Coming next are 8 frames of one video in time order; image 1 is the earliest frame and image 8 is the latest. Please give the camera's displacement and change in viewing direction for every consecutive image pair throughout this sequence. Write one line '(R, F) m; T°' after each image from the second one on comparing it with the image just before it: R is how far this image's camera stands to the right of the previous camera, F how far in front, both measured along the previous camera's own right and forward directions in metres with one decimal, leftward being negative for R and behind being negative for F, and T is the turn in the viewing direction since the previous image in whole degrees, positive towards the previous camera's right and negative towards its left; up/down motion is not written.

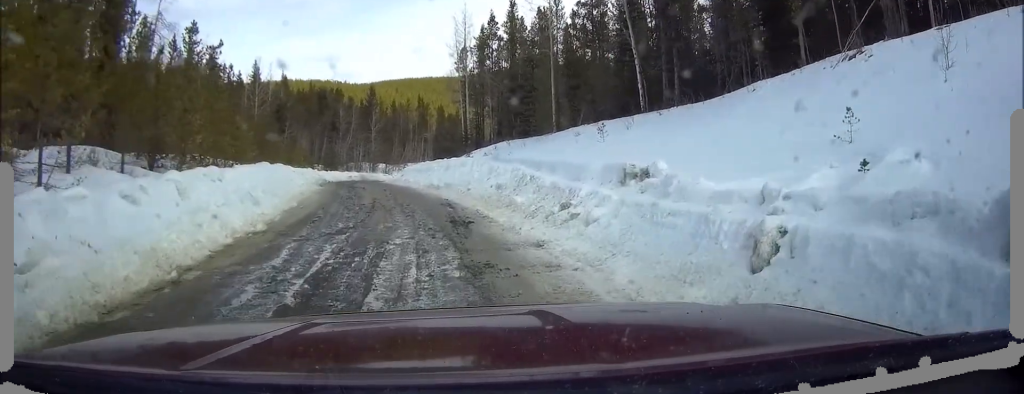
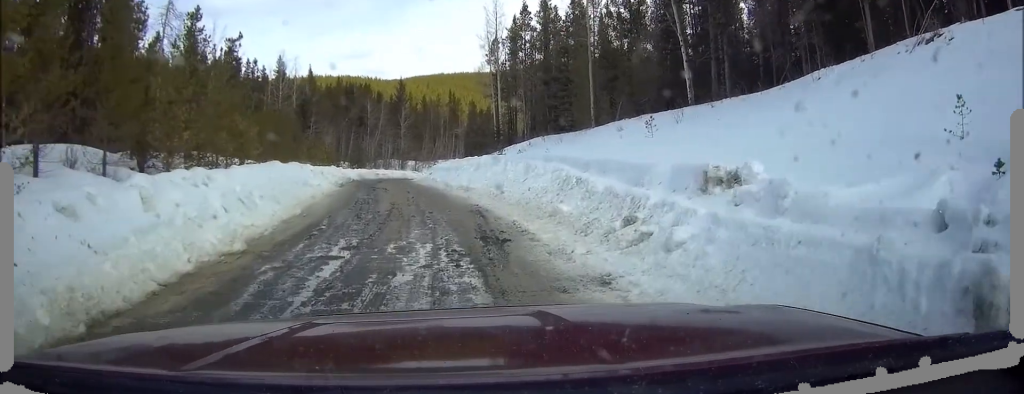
(+0.1, +3.1) m; +1°
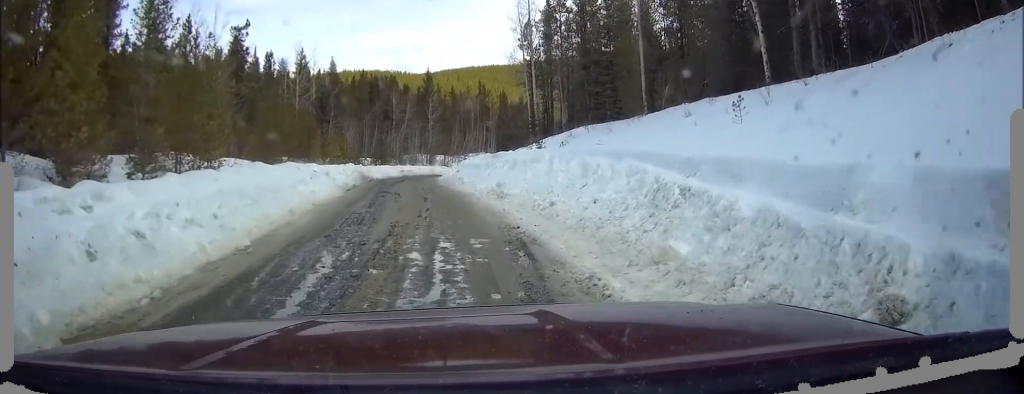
(0.0, +6.9) m; 0°
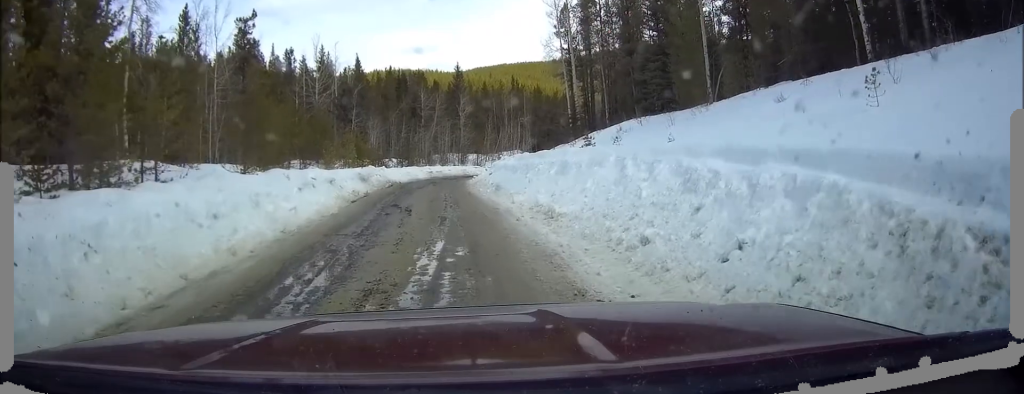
(0.0, +5.8) m; 0°
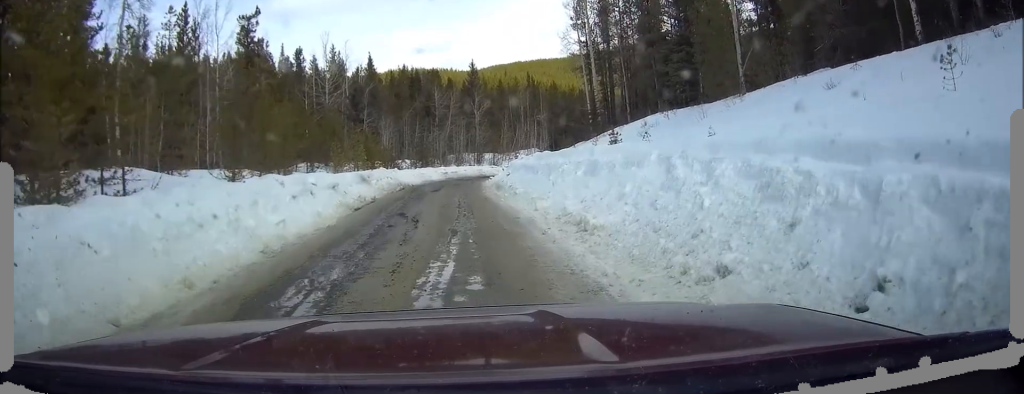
(0.0, +2.2) m; -1°
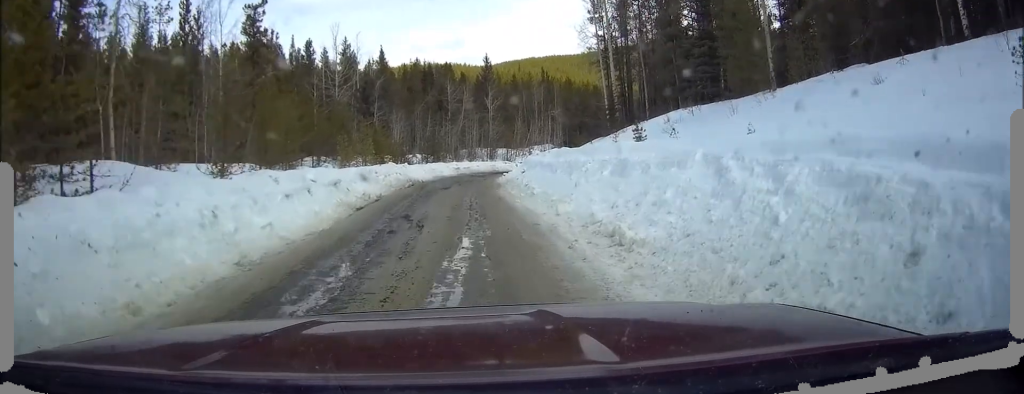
(0.0, +1.7) m; 0°
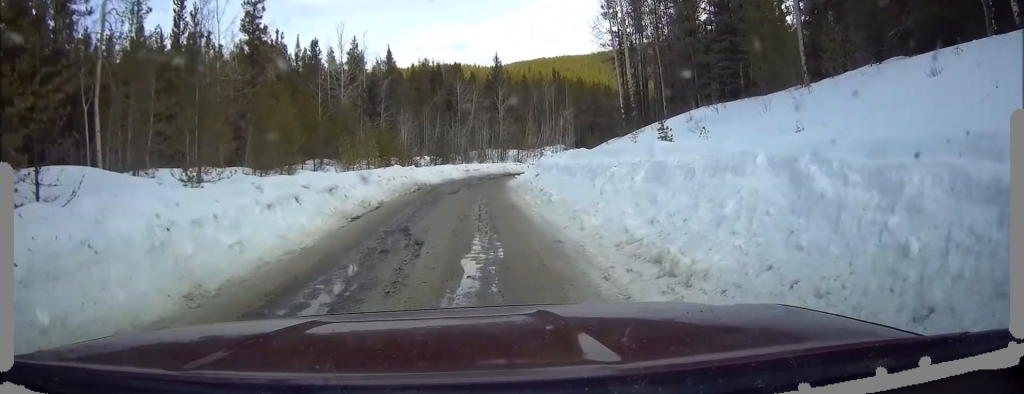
(0.0, +2.1) m; -1°
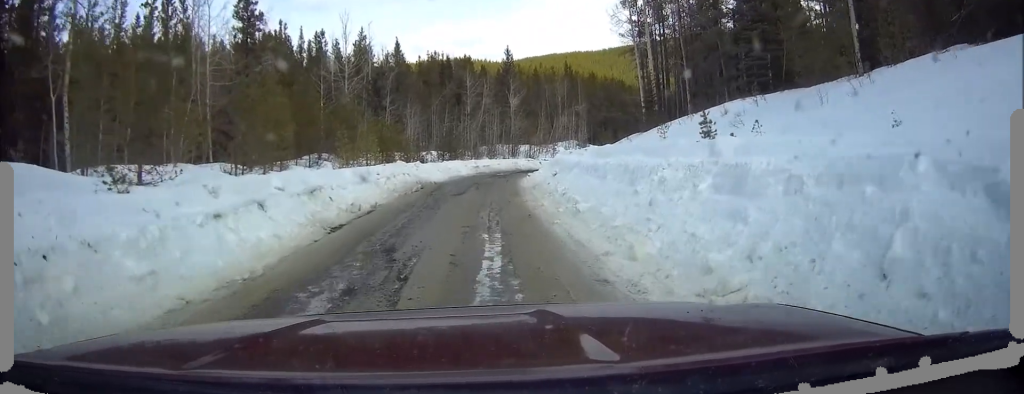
(0.0, +3.2) m; -1°
